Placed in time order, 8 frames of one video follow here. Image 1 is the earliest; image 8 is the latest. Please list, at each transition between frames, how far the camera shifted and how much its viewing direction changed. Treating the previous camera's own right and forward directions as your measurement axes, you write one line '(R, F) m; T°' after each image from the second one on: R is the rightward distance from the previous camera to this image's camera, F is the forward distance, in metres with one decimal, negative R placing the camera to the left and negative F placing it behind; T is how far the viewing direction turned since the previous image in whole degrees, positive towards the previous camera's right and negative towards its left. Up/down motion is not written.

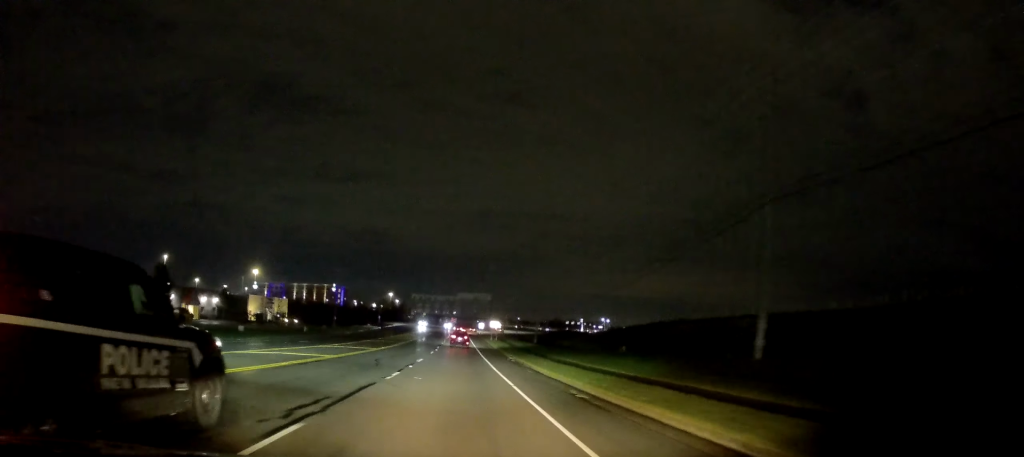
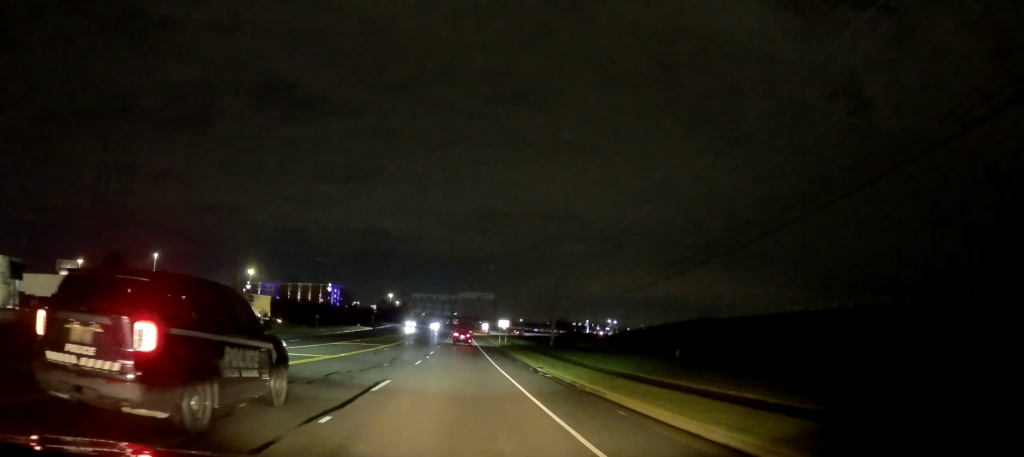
(+0.1, +14.4) m; +1°
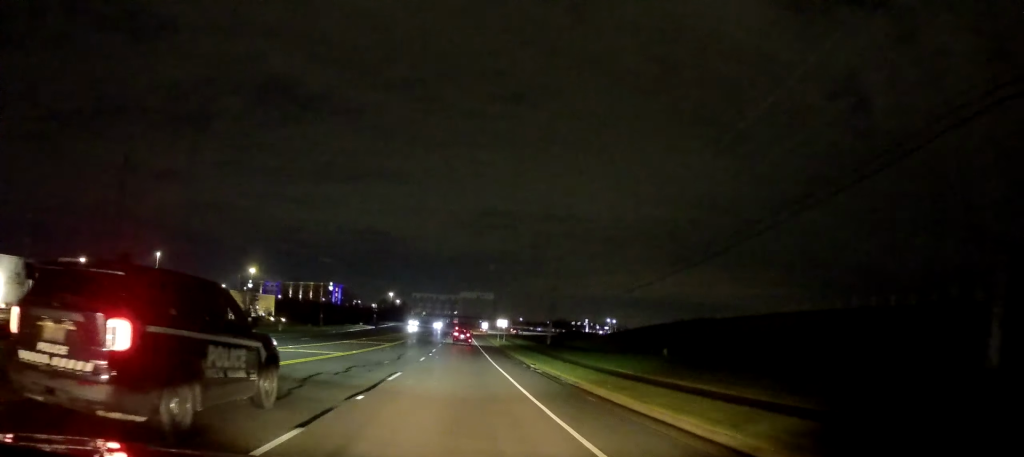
(+0.1, +16.1) m; -1°
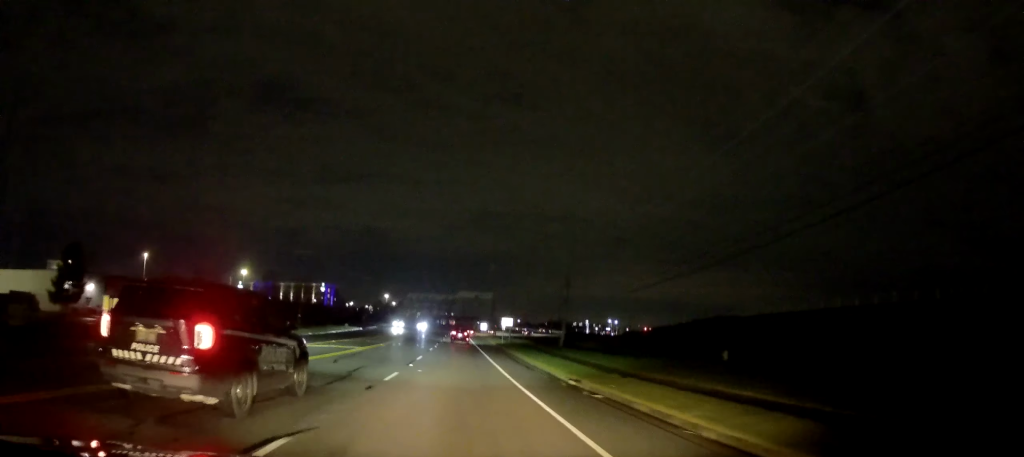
(+0.1, +11.5) m; -2°
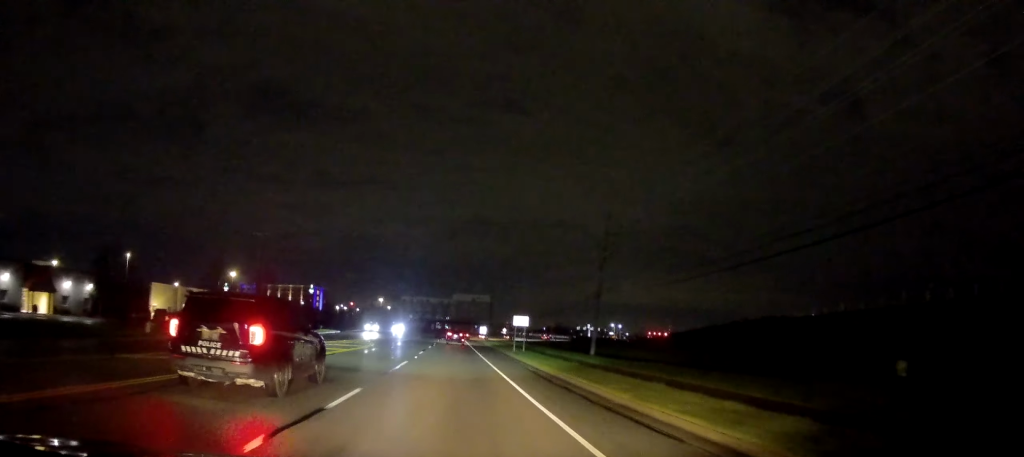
(-0.8, +16.4) m; 0°
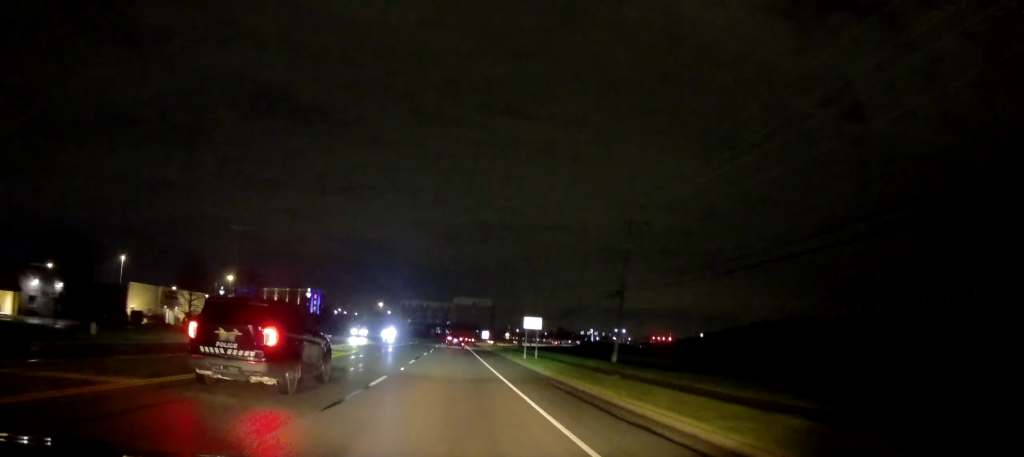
(+0.3, +6.5) m; +1°
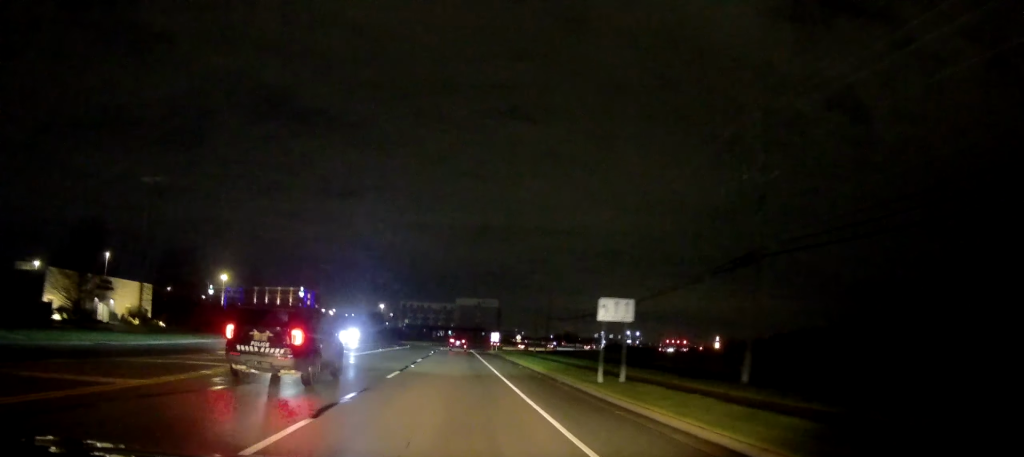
(+0.4, +19.5) m; +1°
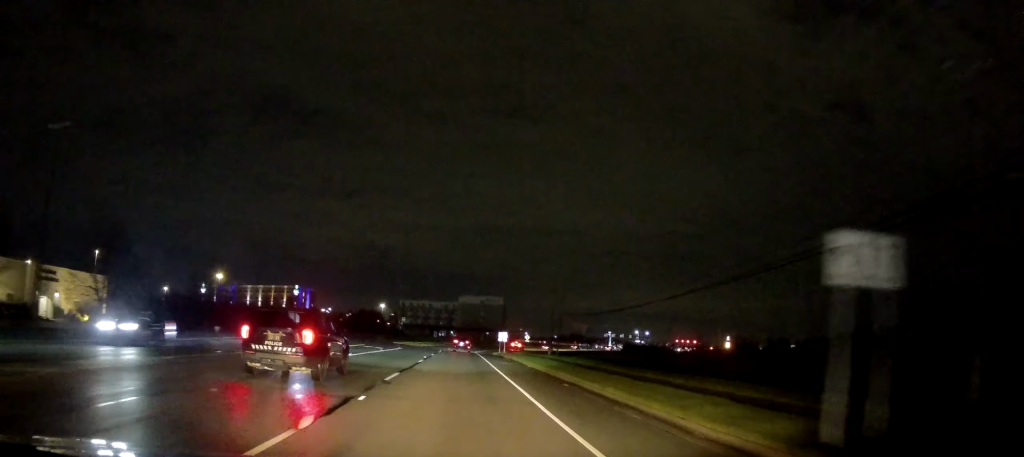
(0.0, +13.3) m; 0°
